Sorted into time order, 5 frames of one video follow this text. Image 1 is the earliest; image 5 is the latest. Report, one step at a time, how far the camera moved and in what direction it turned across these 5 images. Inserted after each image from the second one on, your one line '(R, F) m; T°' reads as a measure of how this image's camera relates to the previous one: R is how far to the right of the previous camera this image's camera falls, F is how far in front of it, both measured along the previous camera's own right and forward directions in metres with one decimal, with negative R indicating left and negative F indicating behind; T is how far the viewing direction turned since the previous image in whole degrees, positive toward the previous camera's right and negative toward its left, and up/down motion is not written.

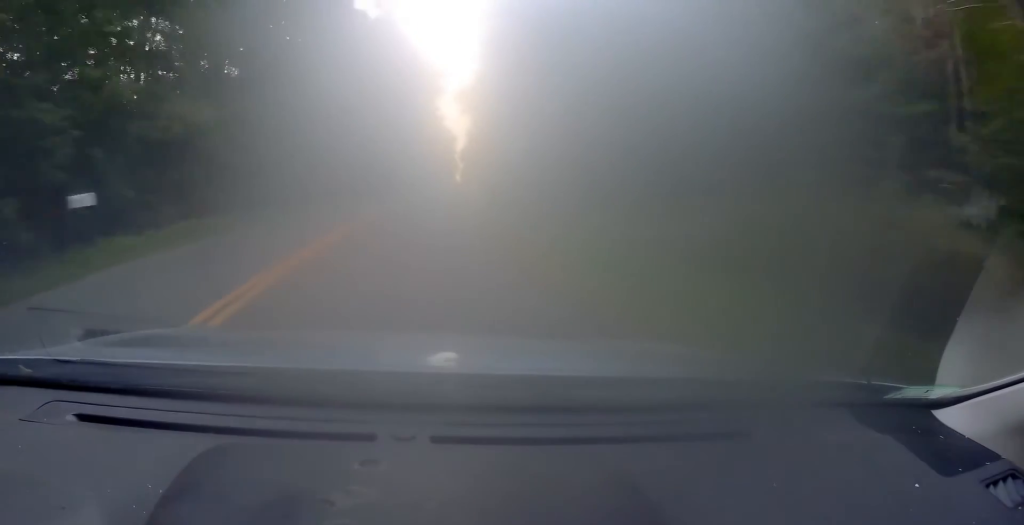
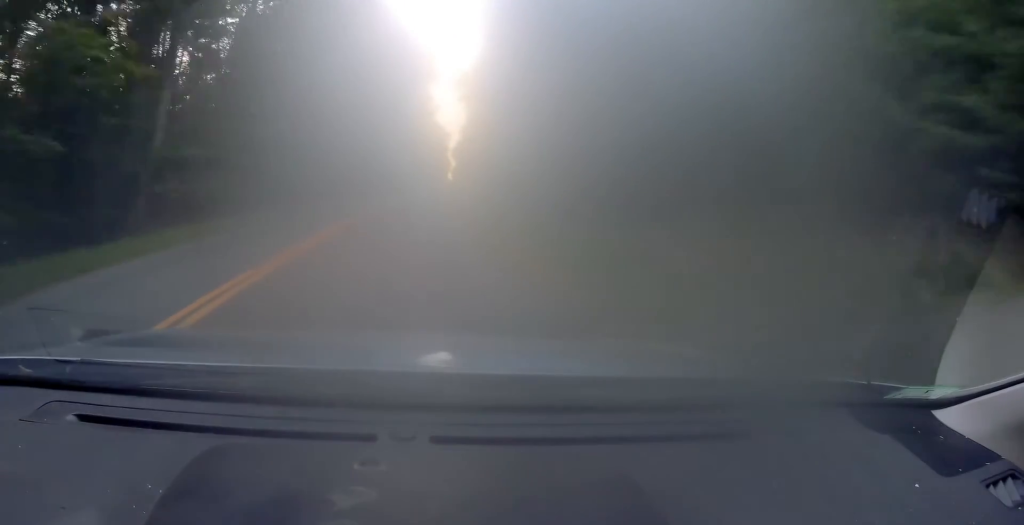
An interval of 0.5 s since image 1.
(+0.2, +11.9) m; +1°
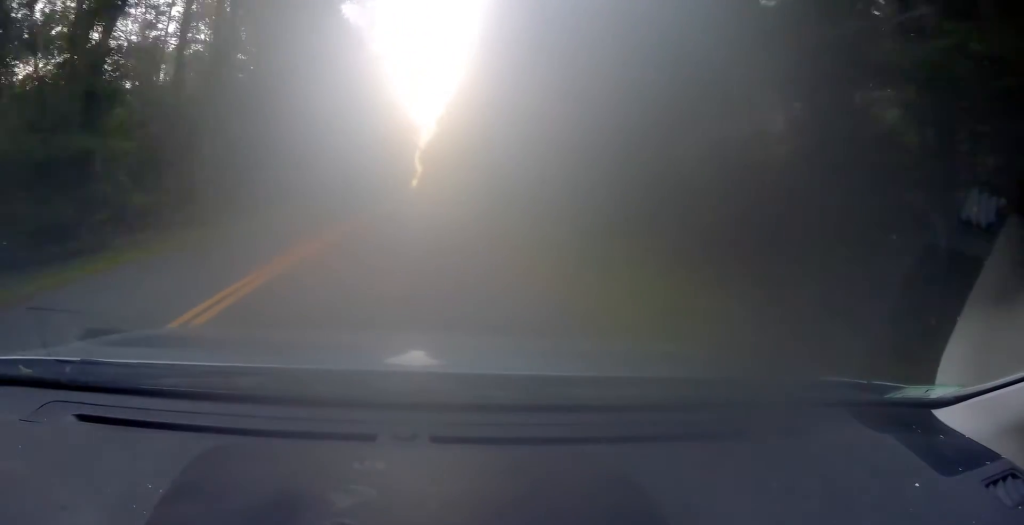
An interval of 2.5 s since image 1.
(+1.5, +47.6) m; +3°
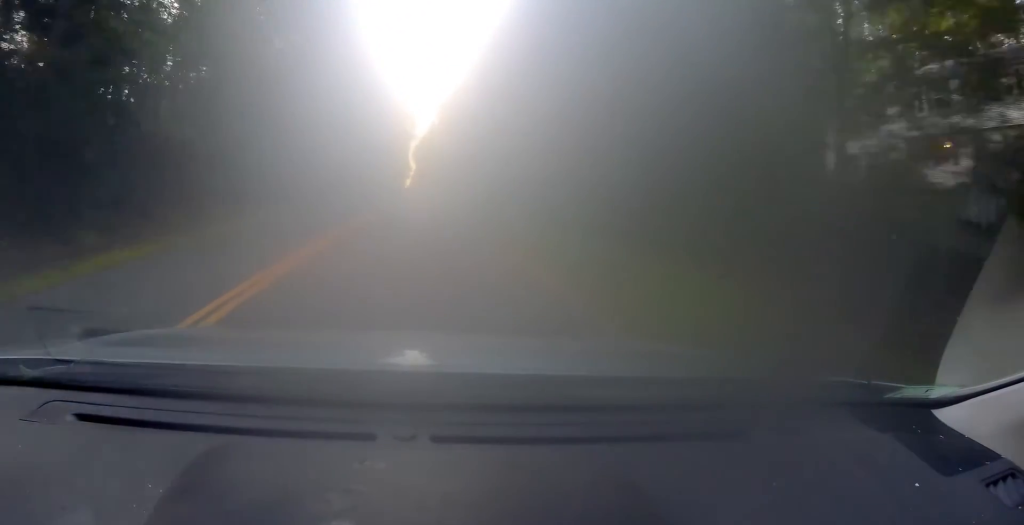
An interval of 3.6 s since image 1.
(-0.3, +27.4) m; -1°
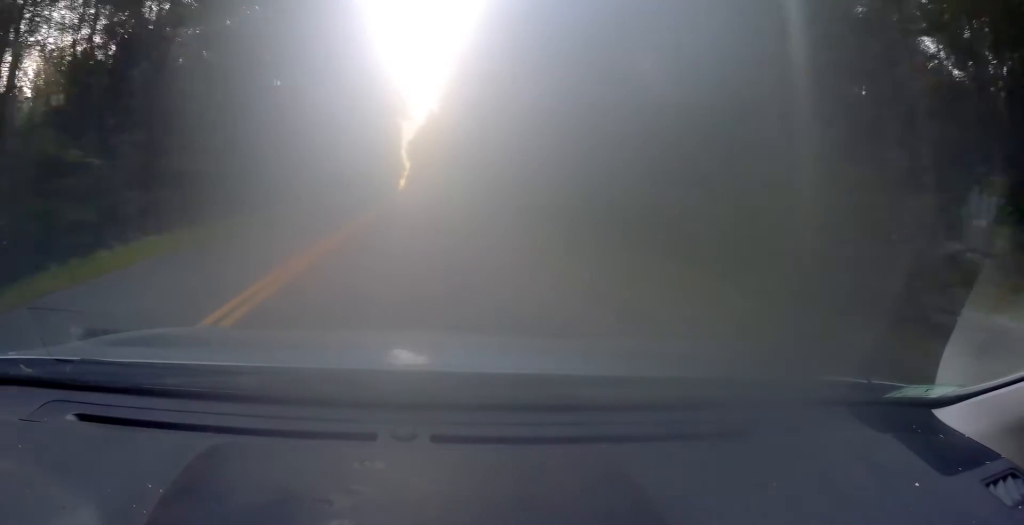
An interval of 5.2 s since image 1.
(-0.5, +38.4) m; -1°
